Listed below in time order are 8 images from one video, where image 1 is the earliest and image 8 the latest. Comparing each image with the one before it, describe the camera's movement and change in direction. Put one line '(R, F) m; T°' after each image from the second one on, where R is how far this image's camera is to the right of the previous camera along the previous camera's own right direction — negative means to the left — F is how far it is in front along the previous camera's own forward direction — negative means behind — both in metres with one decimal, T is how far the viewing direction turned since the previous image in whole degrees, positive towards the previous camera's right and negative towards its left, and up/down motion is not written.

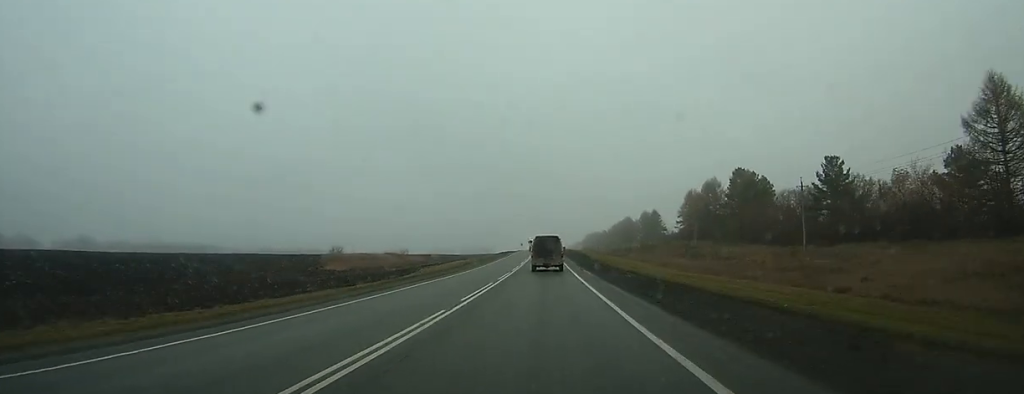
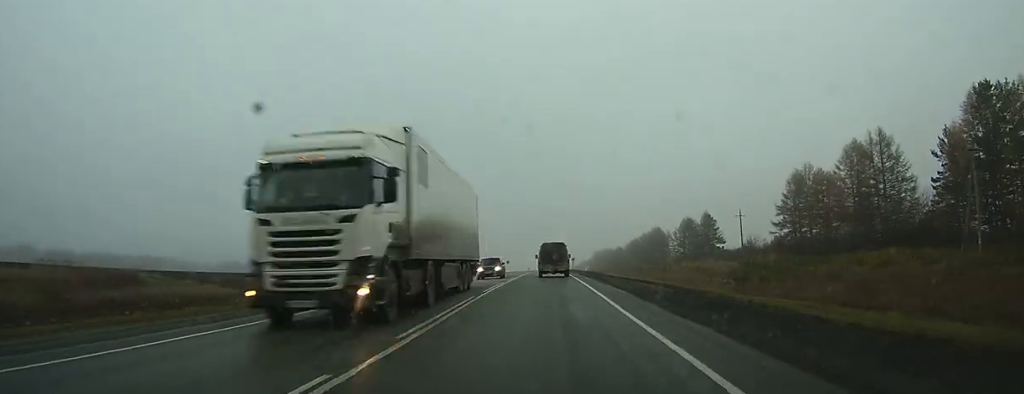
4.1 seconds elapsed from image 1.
(-0.1, +89.8) m; 0°
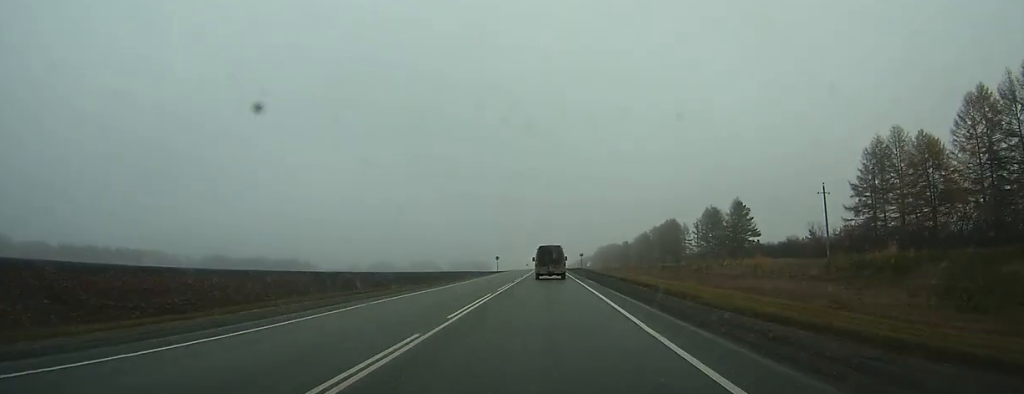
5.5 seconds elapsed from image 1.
(0.0, +30.6) m; 0°
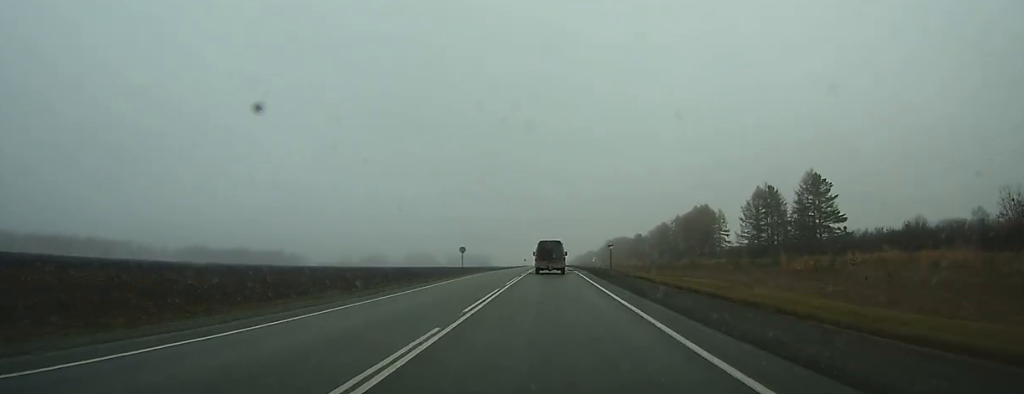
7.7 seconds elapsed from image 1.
(-0.2, +45.4) m; -1°
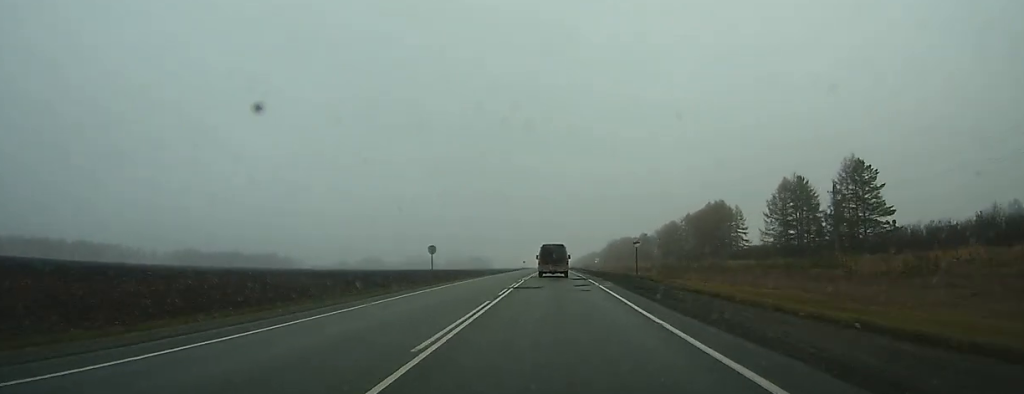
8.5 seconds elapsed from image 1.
(0.0, +16.6) m; 0°
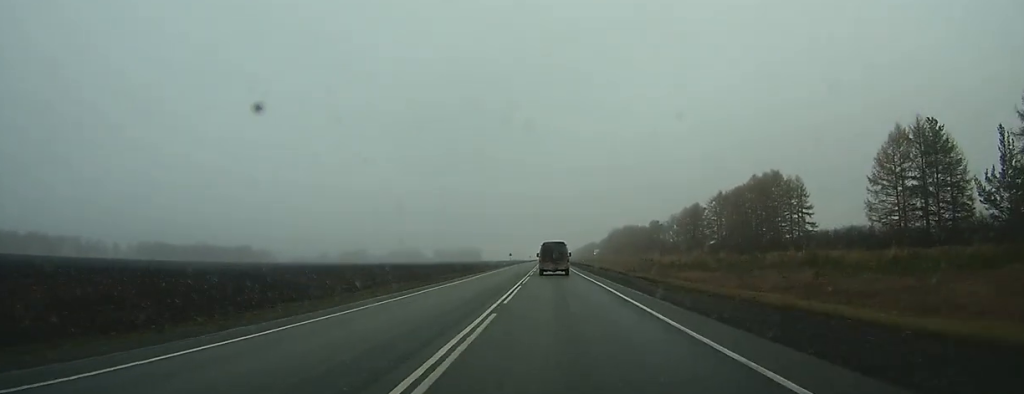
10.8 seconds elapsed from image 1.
(-0.2, +51.1) m; 0°
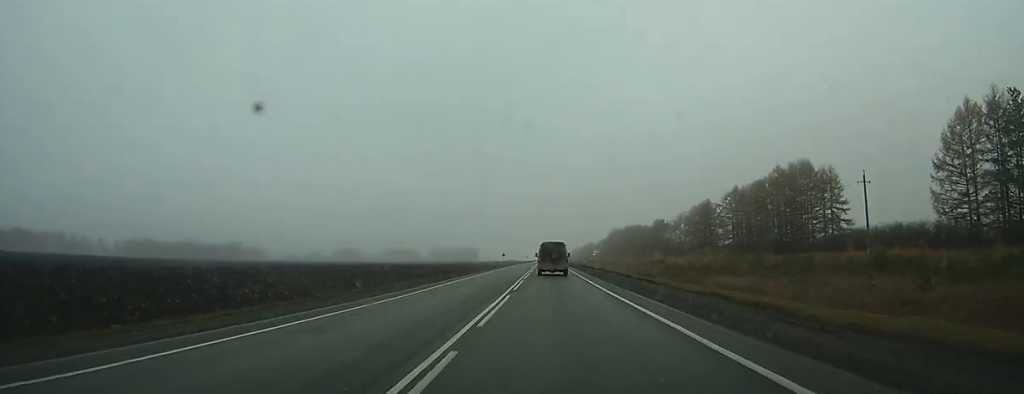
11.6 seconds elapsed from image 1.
(+0.1, +18.0) m; 0°
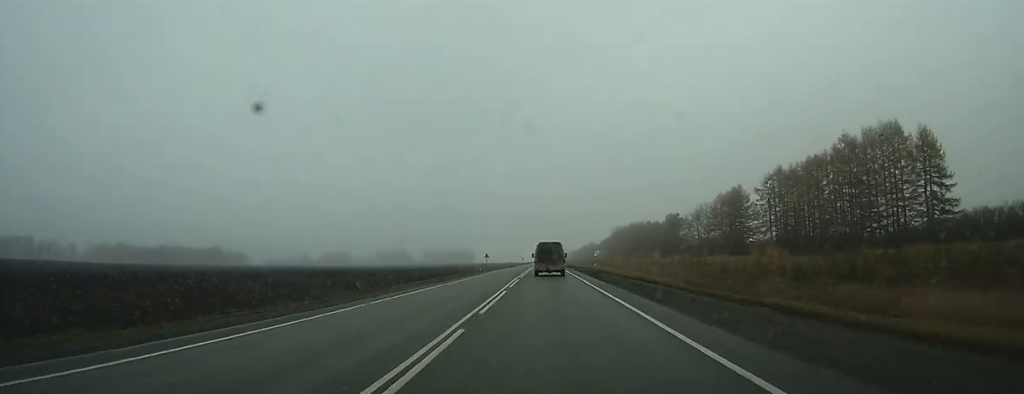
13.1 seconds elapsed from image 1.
(+0.1, +34.1) m; 0°
